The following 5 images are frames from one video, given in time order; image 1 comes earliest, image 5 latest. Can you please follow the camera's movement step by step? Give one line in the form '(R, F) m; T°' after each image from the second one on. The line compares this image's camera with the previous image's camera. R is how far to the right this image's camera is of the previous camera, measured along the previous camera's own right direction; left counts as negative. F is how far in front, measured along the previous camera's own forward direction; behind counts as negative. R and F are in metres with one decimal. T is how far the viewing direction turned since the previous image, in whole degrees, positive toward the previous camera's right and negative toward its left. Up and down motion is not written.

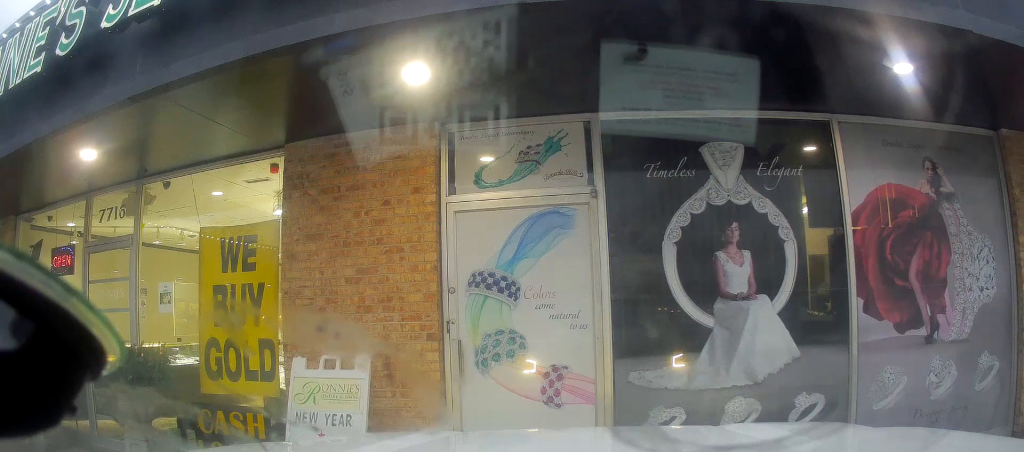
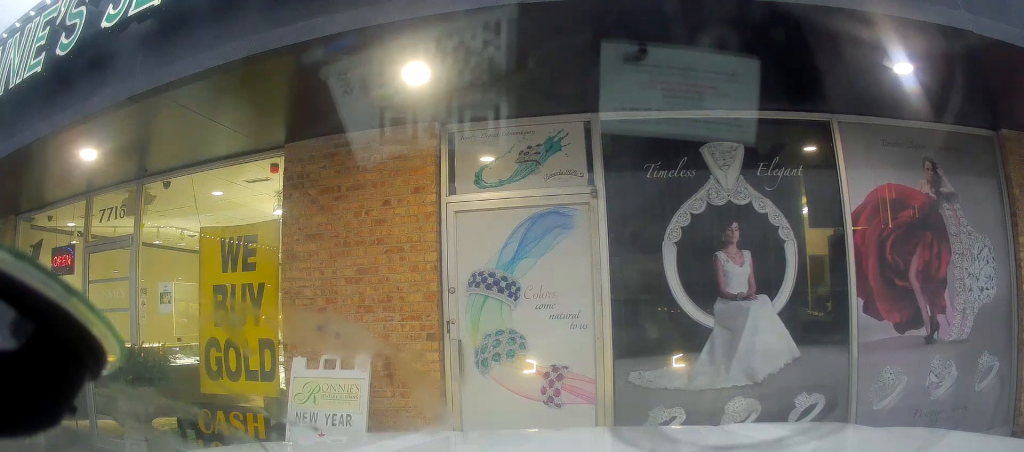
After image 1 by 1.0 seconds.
(0.0, 0.0) m; 0°
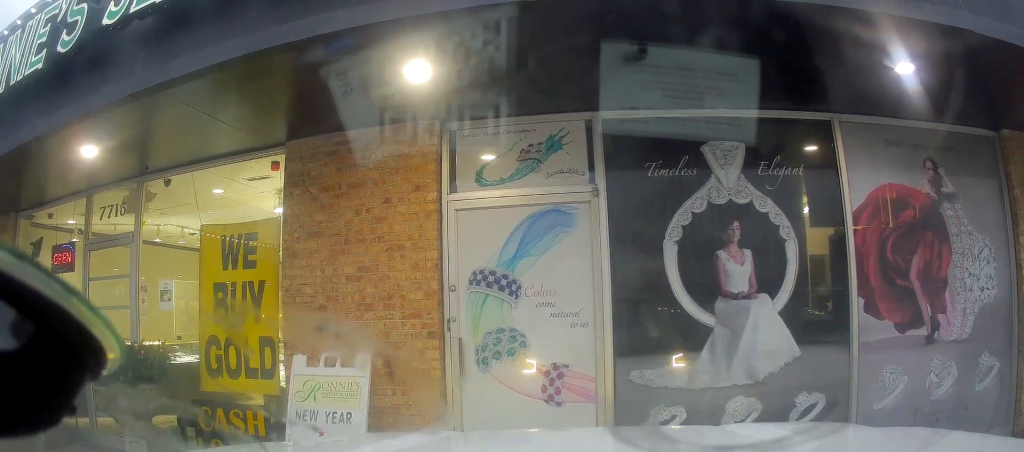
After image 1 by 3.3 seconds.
(0.0, 0.0) m; 0°
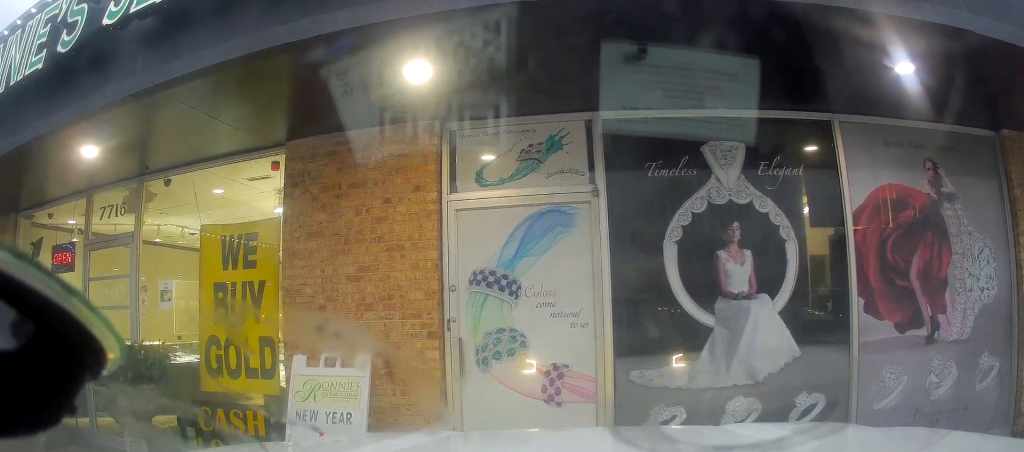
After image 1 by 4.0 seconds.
(0.0, 0.0) m; 0°
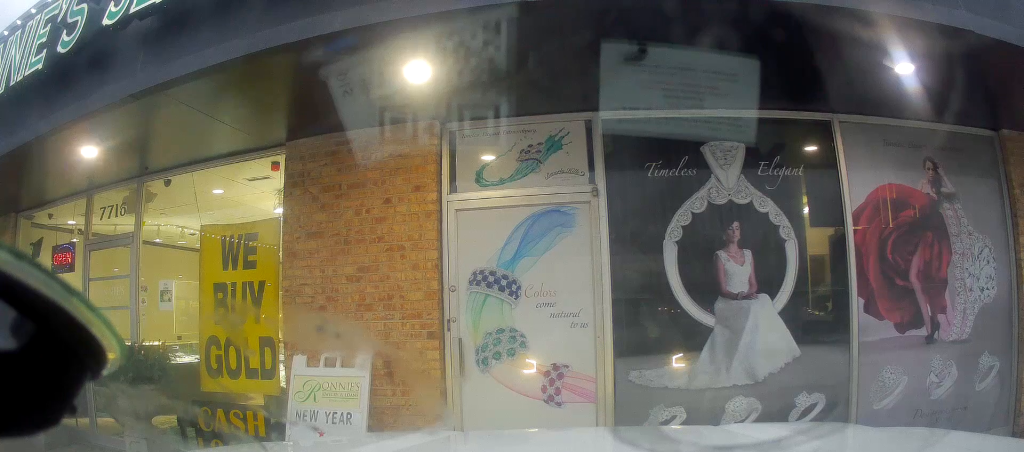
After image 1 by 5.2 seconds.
(0.0, 0.0) m; 0°
